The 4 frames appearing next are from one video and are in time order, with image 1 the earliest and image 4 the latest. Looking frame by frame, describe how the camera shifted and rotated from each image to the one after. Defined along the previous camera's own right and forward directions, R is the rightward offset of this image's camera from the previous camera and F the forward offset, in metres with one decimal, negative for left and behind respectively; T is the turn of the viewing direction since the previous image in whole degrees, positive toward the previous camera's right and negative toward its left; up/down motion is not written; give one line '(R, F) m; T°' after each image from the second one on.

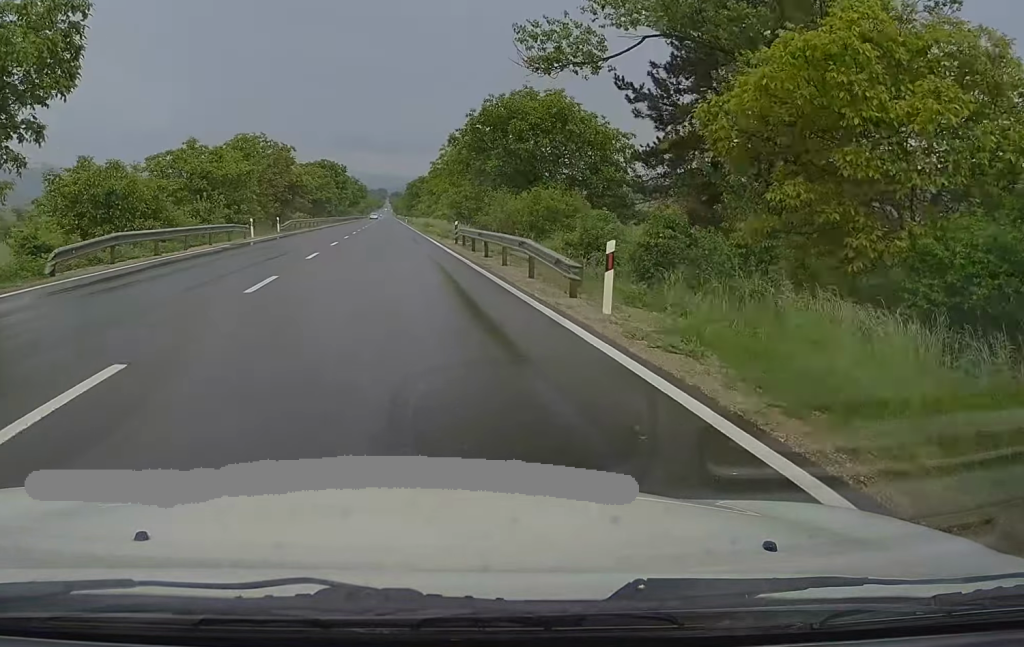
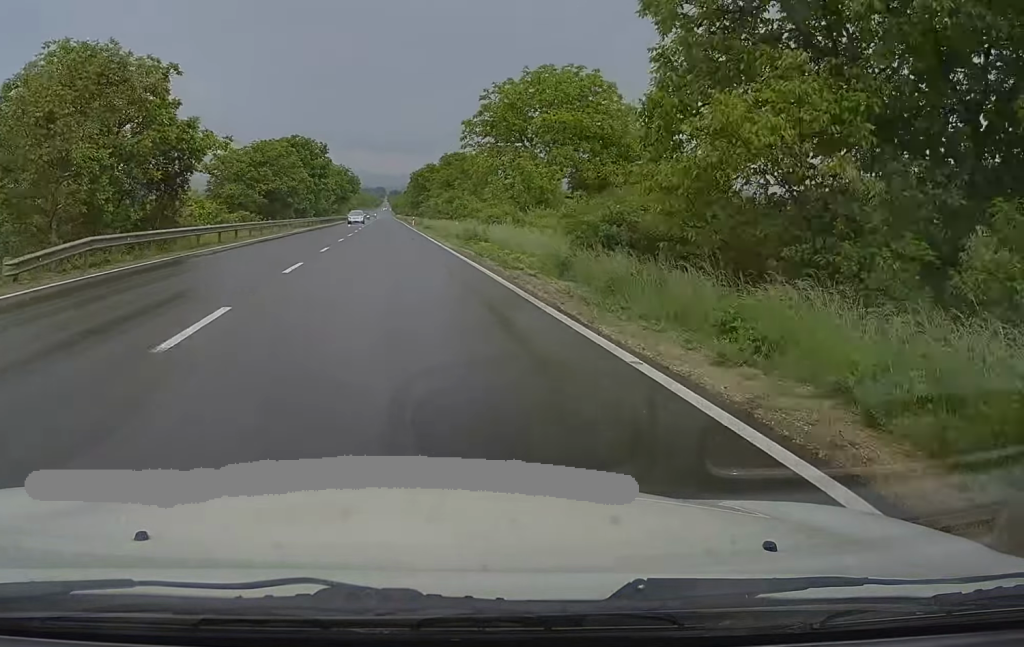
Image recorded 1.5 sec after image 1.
(0.0, +40.8) m; 0°
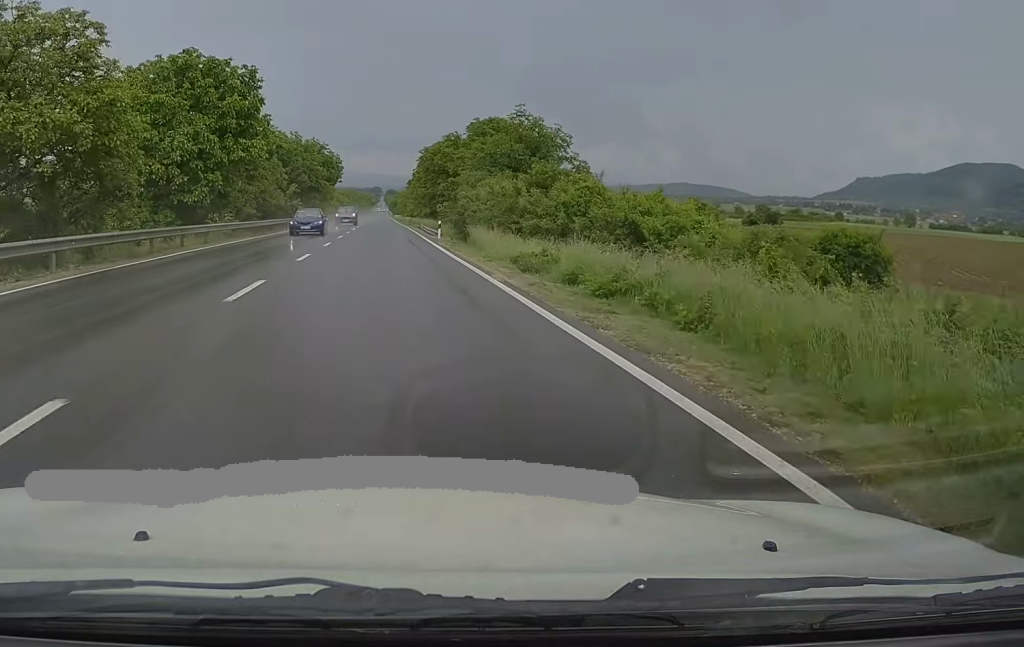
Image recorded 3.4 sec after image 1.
(+0.8, +49.5) m; 0°
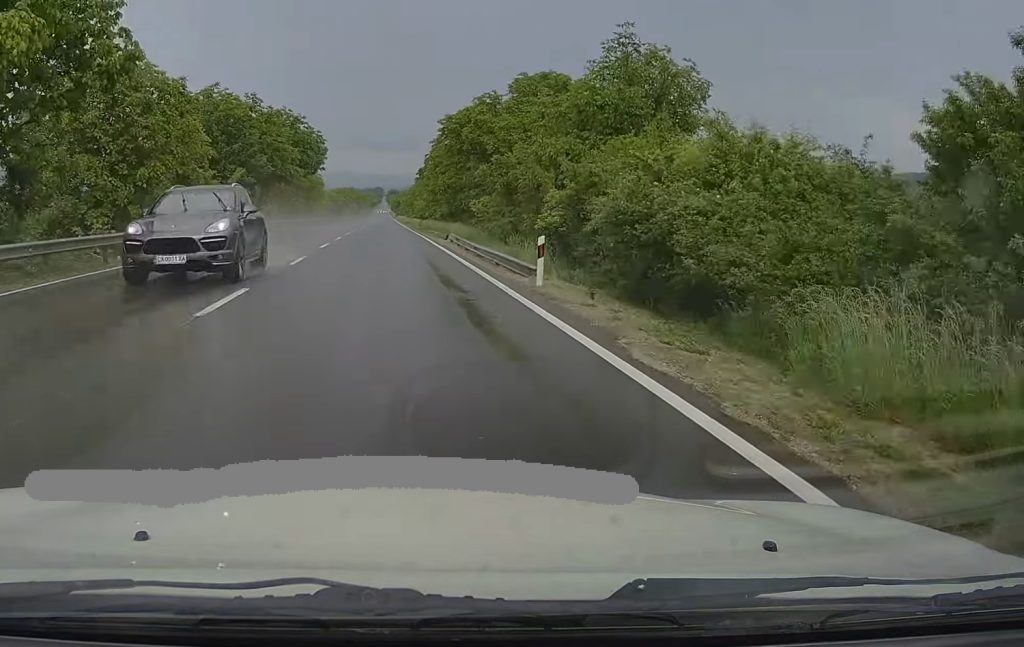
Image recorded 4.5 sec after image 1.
(-0.8, +28.3) m; -1°
